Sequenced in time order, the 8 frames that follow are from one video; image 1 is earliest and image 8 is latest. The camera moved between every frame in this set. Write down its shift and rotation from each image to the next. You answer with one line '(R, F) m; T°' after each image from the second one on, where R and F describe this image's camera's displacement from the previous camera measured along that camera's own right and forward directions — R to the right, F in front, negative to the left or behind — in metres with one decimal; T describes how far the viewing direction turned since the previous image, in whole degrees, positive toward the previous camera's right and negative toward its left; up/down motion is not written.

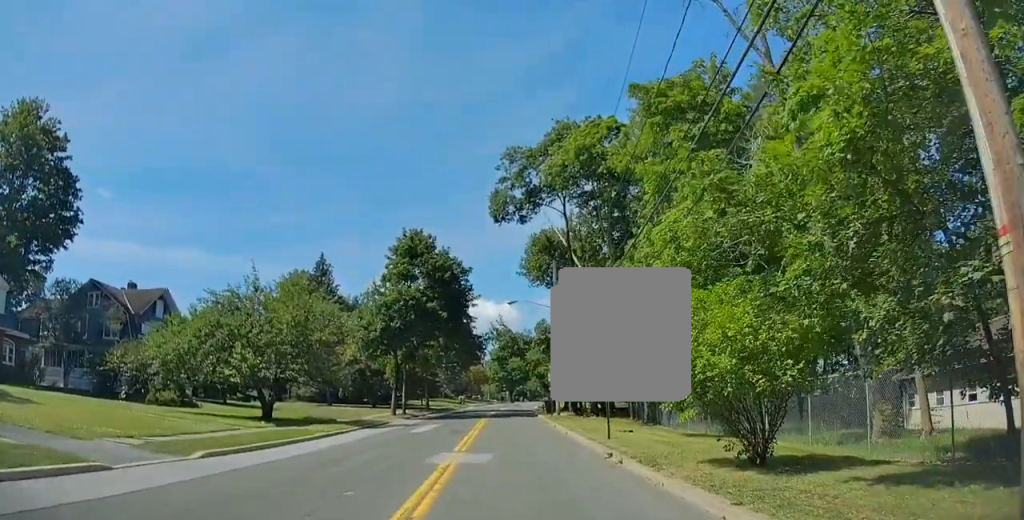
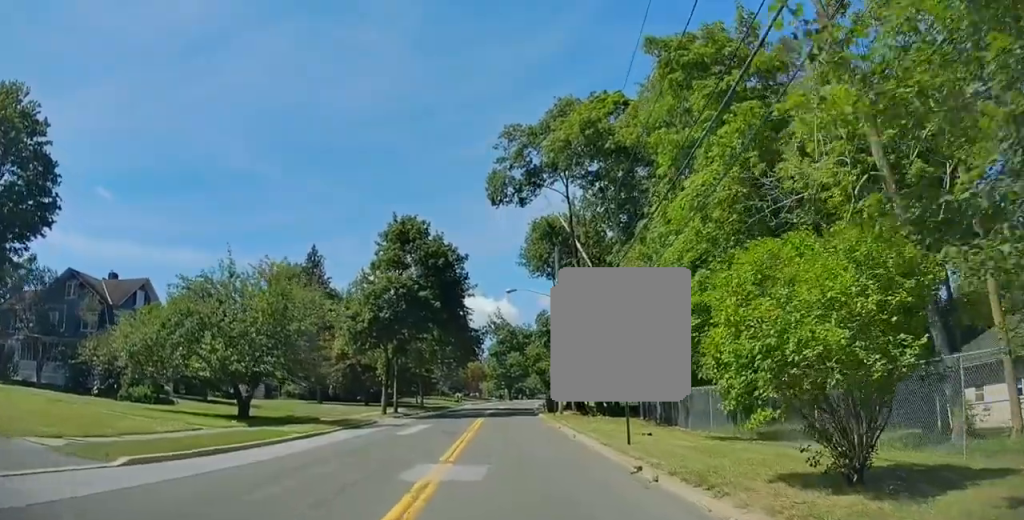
(+0.1, +3.3) m; 0°
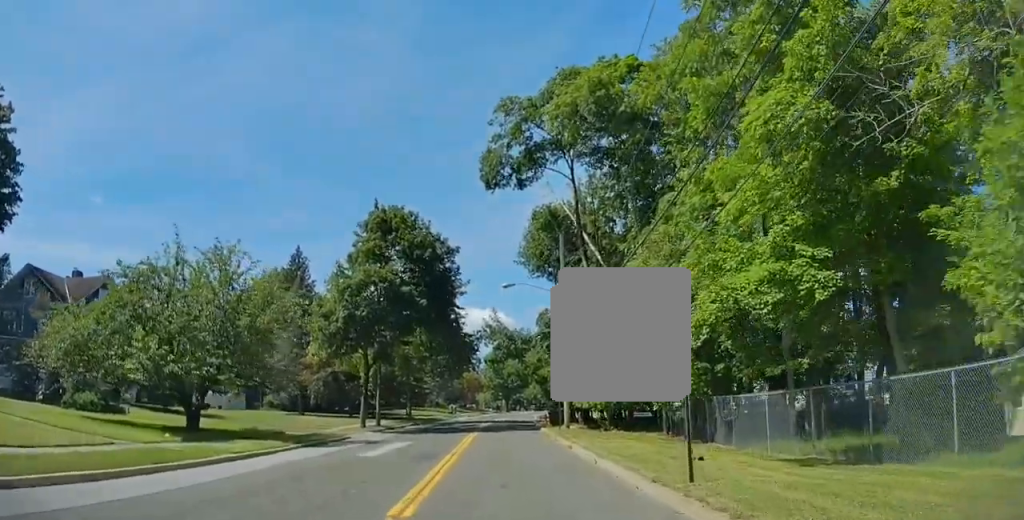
(0.0, +5.9) m; -1°
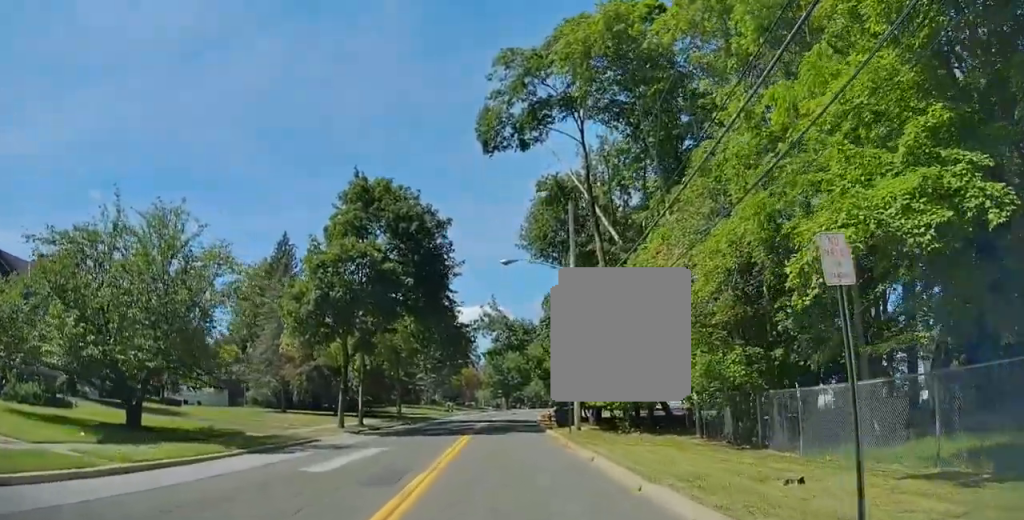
(-0.1, +5.2) m; -1°
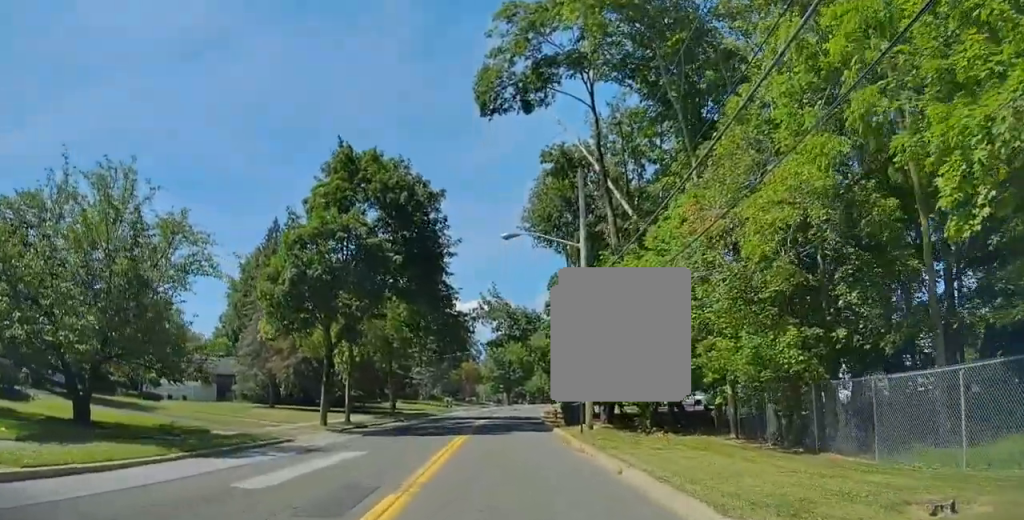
(0.0, +3.5) m; -1°
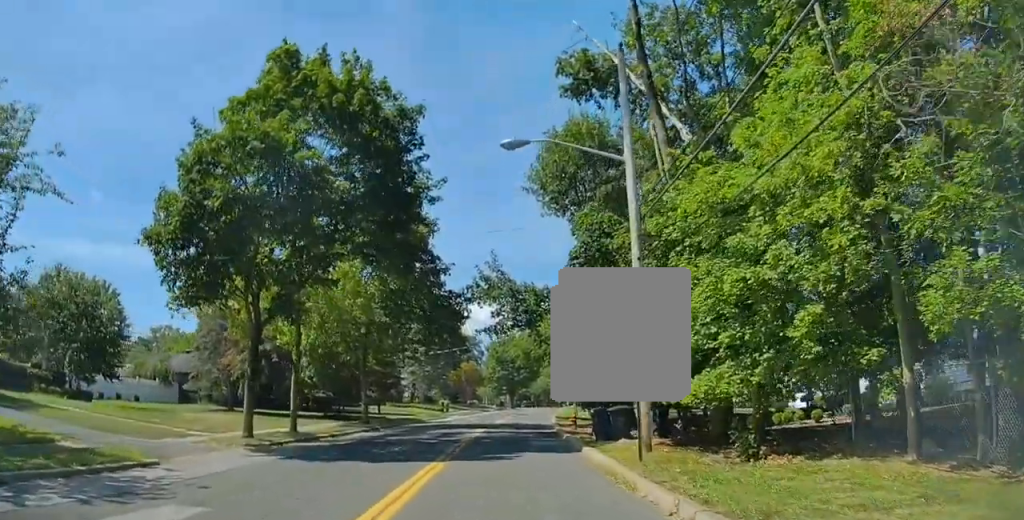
(-0.2, +9.8) m; -2°
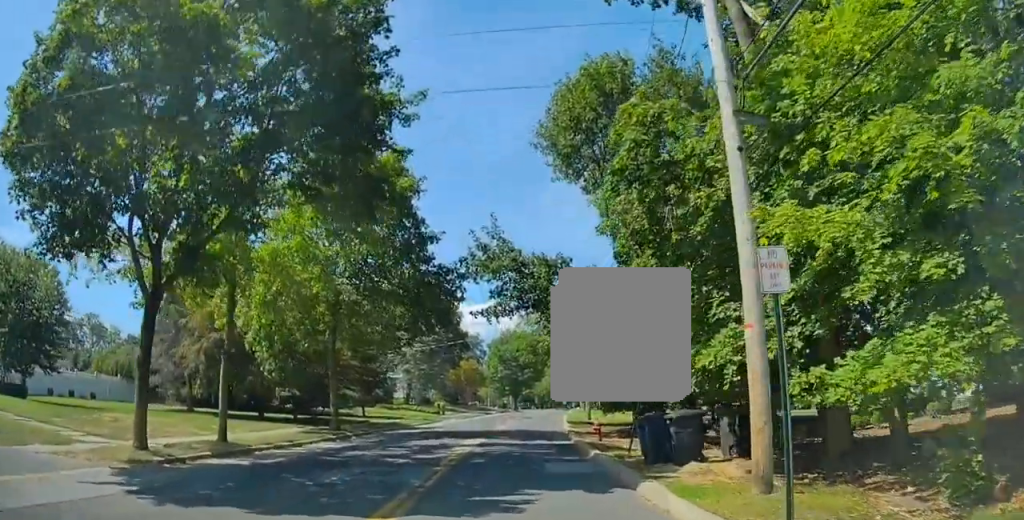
(0.0, +7.1) m; +1°
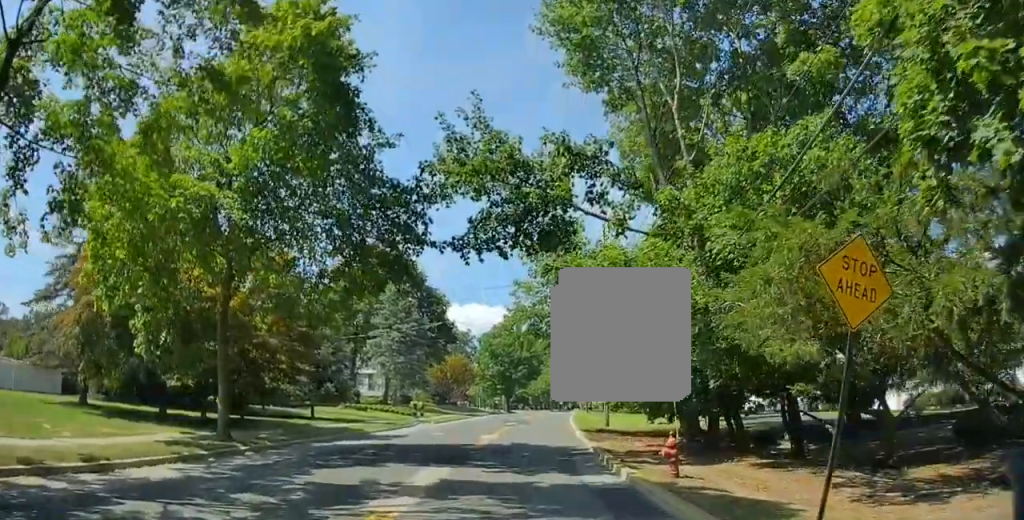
(+0.3, +11.2) m; +2°
